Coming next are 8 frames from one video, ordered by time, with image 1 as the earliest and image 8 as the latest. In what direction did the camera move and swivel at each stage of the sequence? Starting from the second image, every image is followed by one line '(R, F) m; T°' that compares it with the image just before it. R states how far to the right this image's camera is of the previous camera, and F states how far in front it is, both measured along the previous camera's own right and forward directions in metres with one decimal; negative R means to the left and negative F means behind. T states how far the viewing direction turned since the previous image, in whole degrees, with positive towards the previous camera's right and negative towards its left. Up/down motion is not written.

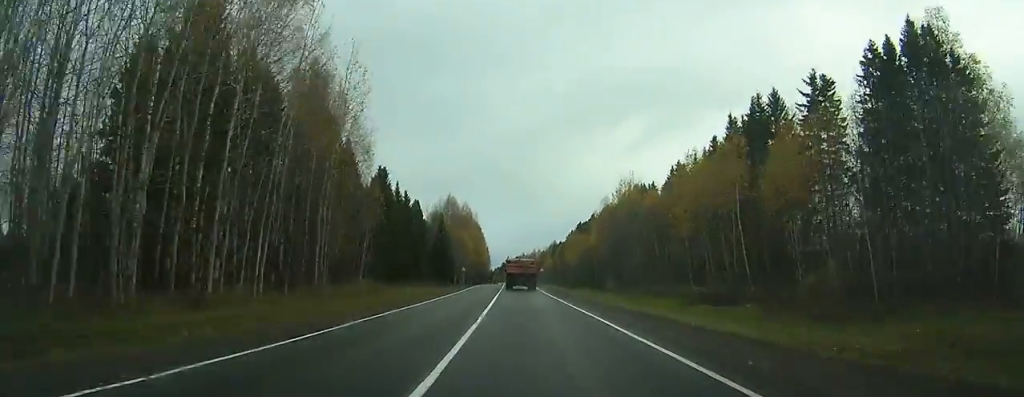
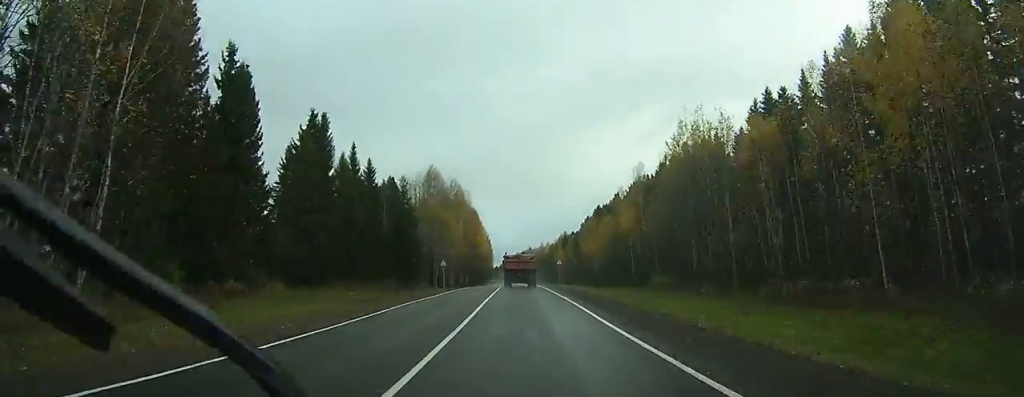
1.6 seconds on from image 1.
(-0.5, +36.2) m; -1°
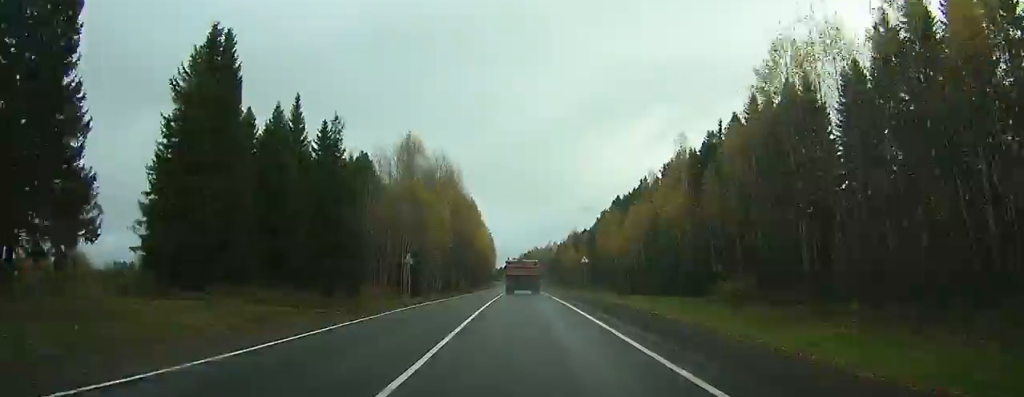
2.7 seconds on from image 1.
(-0.2, +25.6) m; 0°
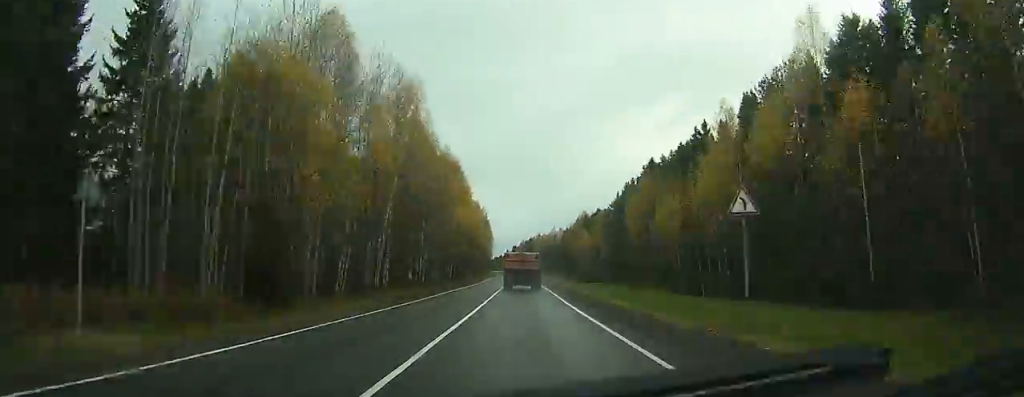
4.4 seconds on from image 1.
(-0.1, +37.6) m; 0°
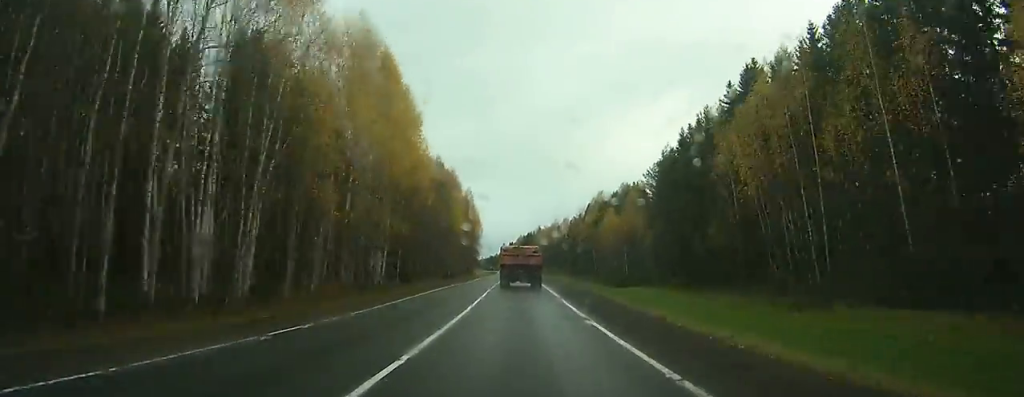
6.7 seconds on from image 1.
(+0.1, +52.6) m; 0°
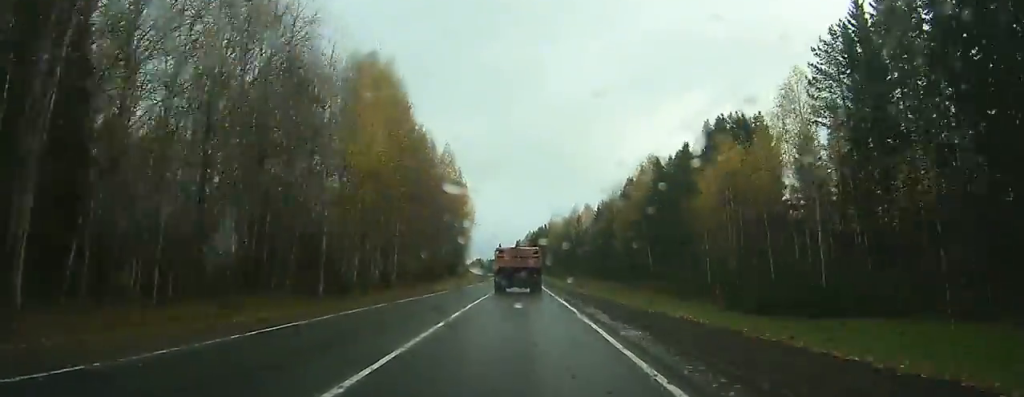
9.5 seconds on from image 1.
(-0.3, +61.1) m; -1°
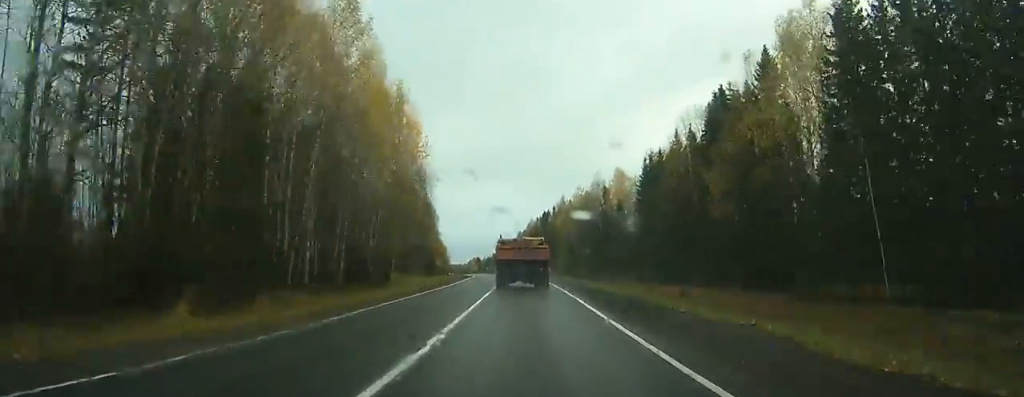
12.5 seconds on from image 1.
(-0.3, +65.5) m; -1°
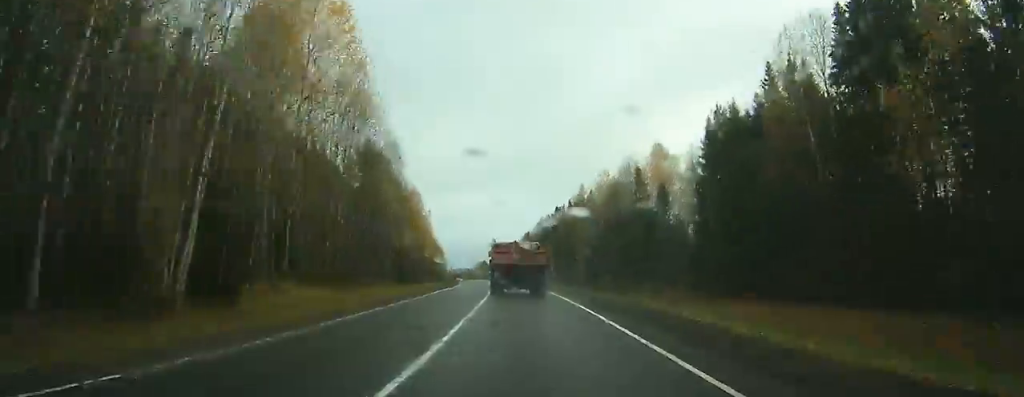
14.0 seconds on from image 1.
(-0.1, +32.8) m; -1°
